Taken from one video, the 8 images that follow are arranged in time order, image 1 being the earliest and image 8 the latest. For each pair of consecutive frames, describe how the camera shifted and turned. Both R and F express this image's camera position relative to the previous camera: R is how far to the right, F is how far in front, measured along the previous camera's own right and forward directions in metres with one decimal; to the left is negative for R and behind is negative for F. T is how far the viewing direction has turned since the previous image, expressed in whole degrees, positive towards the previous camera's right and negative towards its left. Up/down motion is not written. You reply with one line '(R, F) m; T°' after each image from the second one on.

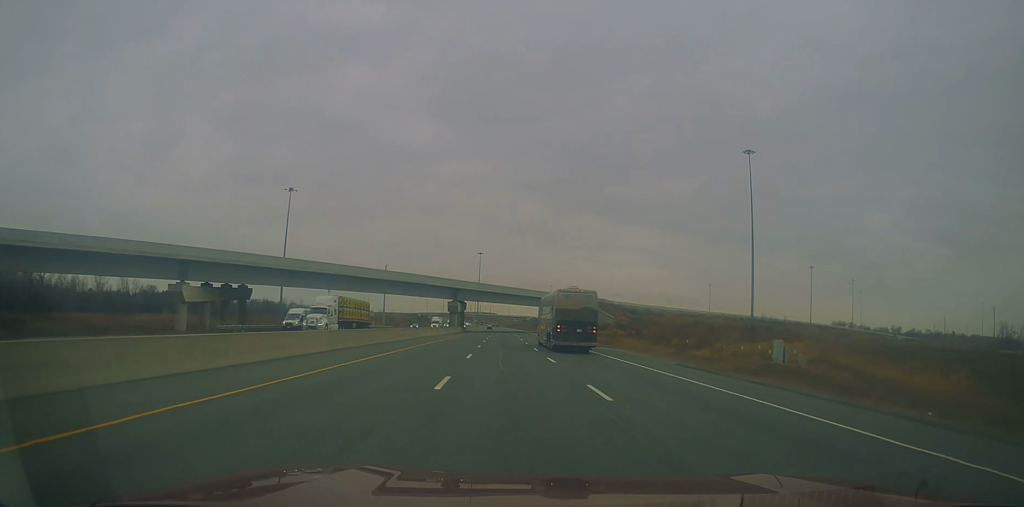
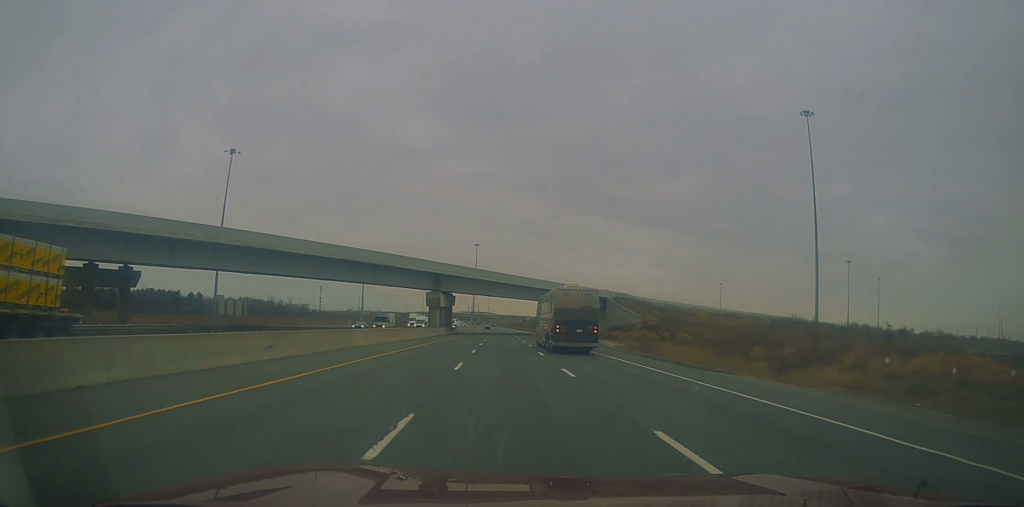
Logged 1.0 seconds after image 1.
(+0.1, +30.6) m; 0°
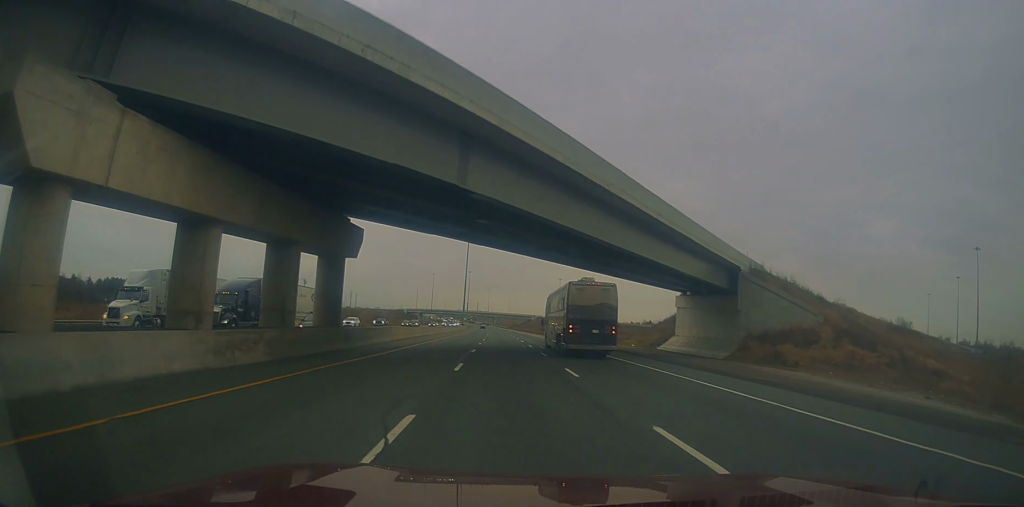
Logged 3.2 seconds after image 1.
(+0.2, +72.0) m; 0°
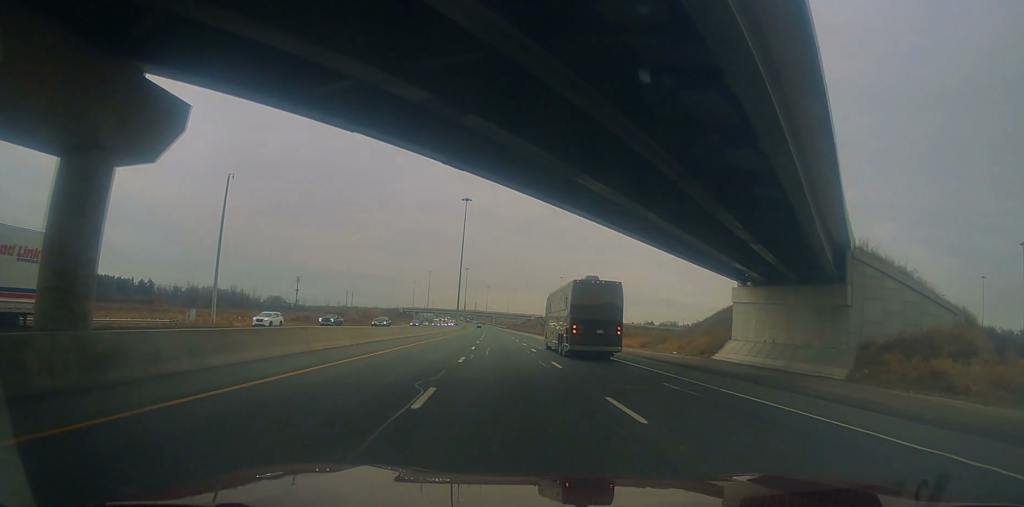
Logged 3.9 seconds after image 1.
(-0.1, +20.1) m; 0°
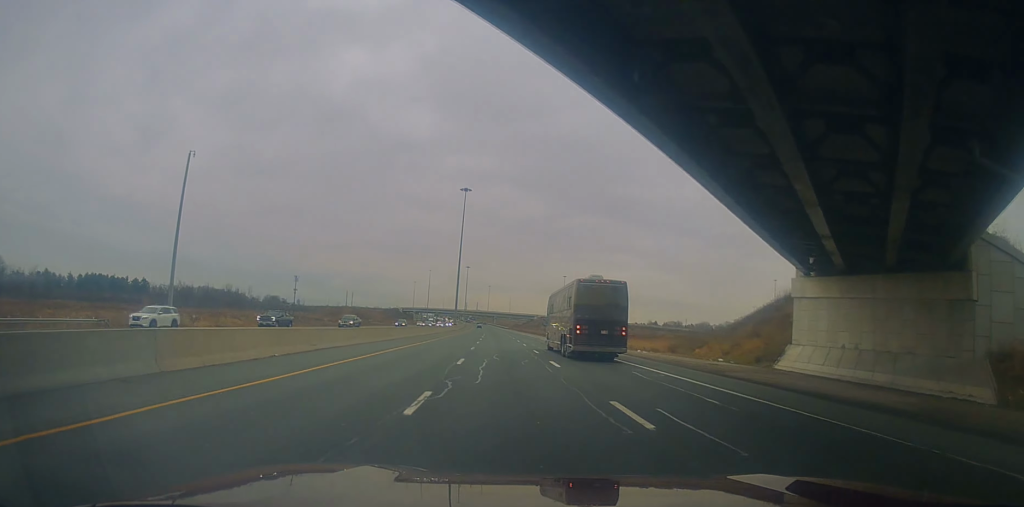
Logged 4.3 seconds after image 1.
(0.0, +12.7) m; 0°
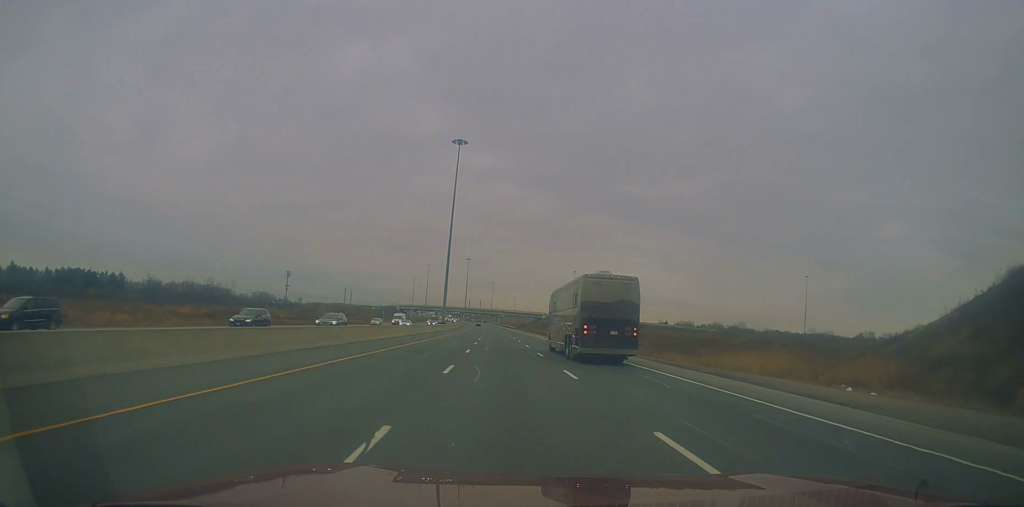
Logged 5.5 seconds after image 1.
(+0.5, +40.4) m; +1°
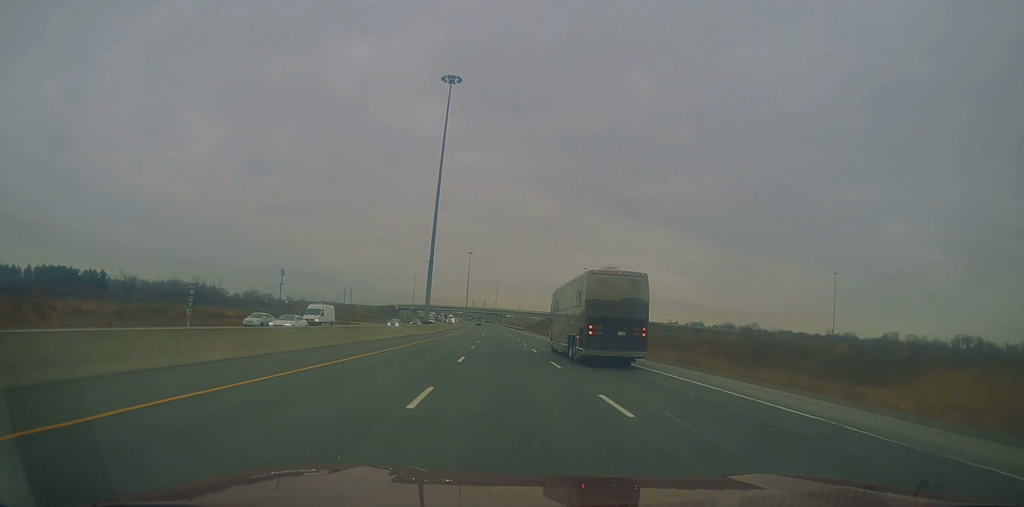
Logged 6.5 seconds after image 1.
(0.0, +30.9) m; 0°
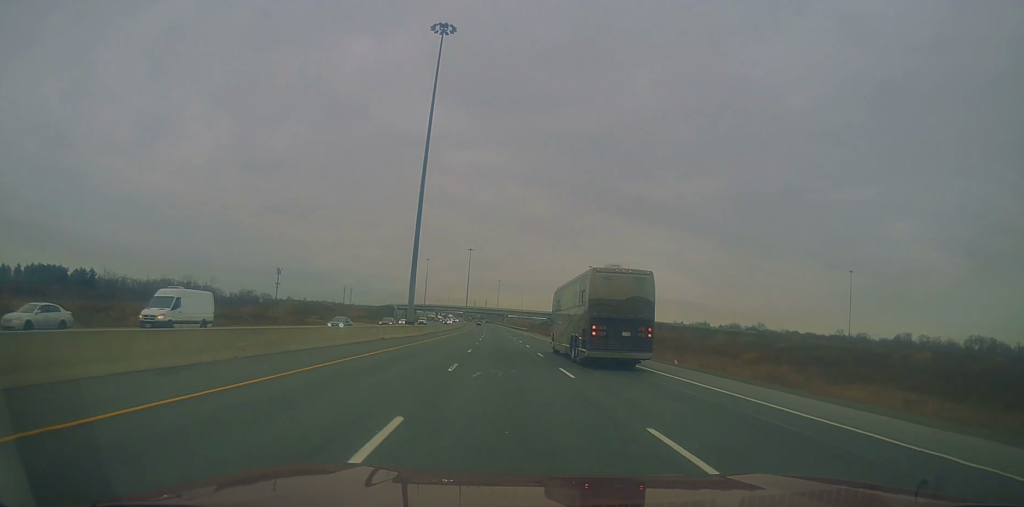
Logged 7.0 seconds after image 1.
(-0.2, +16.0) m; 0°
